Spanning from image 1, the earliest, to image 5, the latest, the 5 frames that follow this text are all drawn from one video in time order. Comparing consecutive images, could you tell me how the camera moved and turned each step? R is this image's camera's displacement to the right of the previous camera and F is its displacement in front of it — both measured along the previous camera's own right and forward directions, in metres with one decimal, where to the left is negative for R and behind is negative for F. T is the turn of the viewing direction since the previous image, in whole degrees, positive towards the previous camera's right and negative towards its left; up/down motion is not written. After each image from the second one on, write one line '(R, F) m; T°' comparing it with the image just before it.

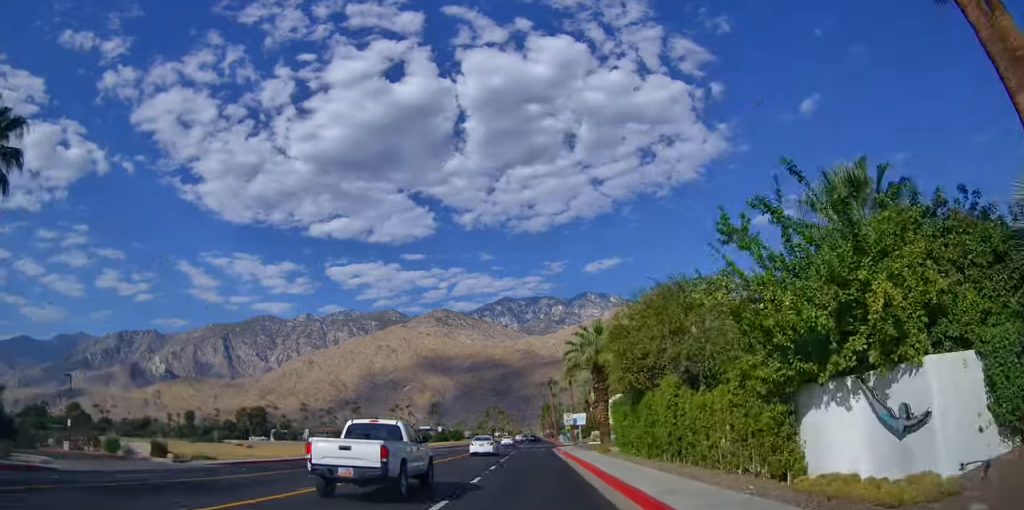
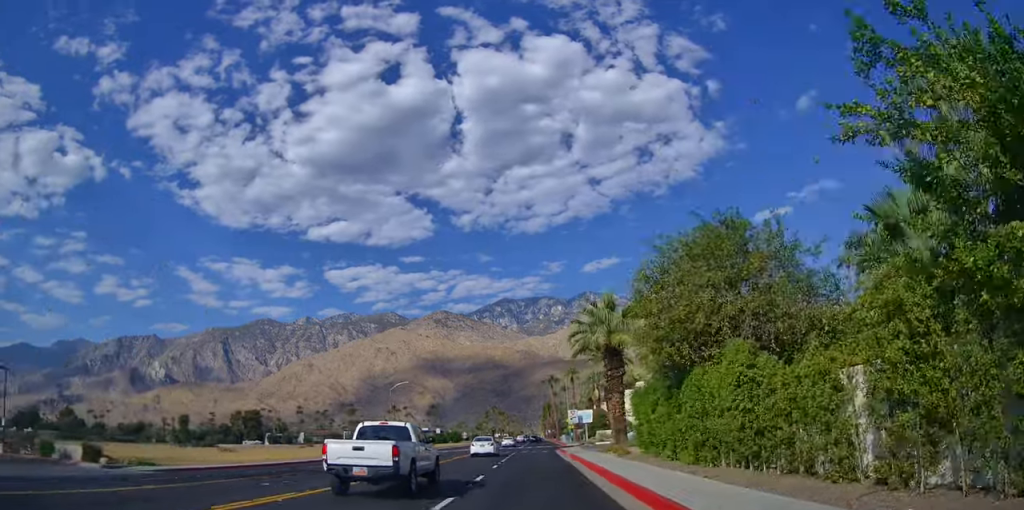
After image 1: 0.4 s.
(0.0, +6.8) m; 0°
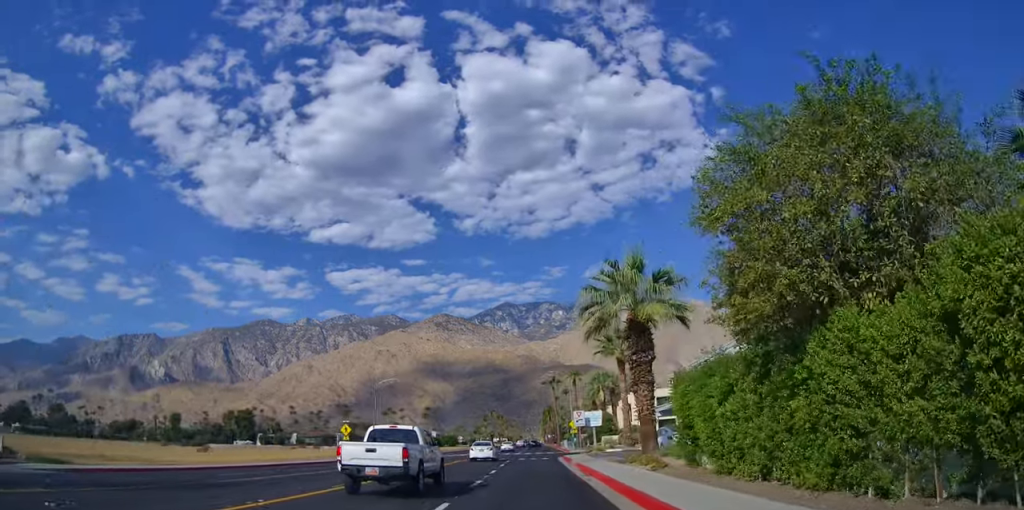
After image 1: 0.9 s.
(0.0, +8.0) m; 0°
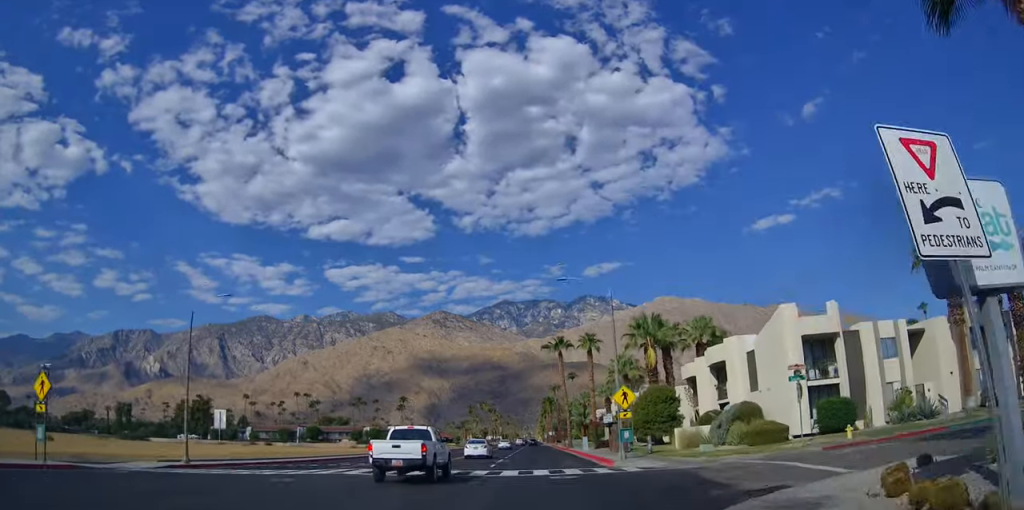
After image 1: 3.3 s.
(-0.5, +42.1) m; -2°
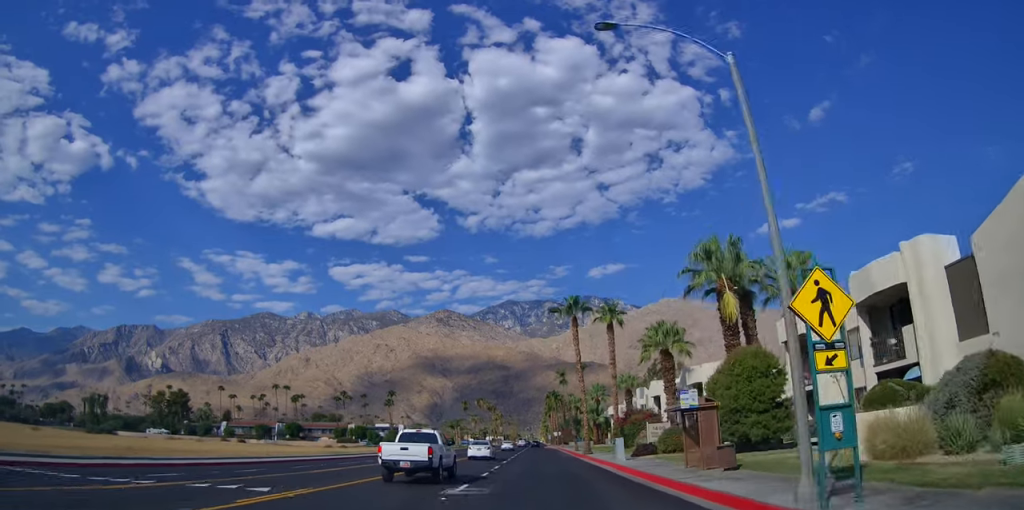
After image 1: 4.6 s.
(0.0, +21.2) m; +1°
